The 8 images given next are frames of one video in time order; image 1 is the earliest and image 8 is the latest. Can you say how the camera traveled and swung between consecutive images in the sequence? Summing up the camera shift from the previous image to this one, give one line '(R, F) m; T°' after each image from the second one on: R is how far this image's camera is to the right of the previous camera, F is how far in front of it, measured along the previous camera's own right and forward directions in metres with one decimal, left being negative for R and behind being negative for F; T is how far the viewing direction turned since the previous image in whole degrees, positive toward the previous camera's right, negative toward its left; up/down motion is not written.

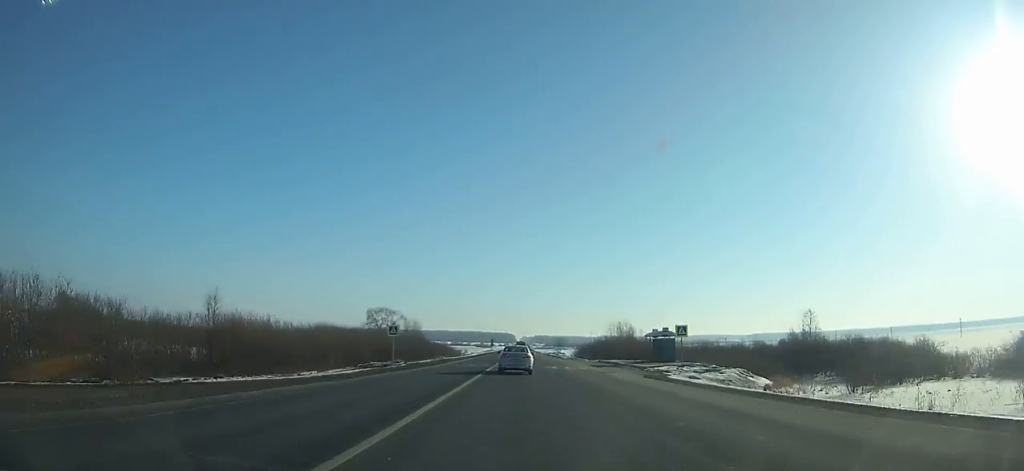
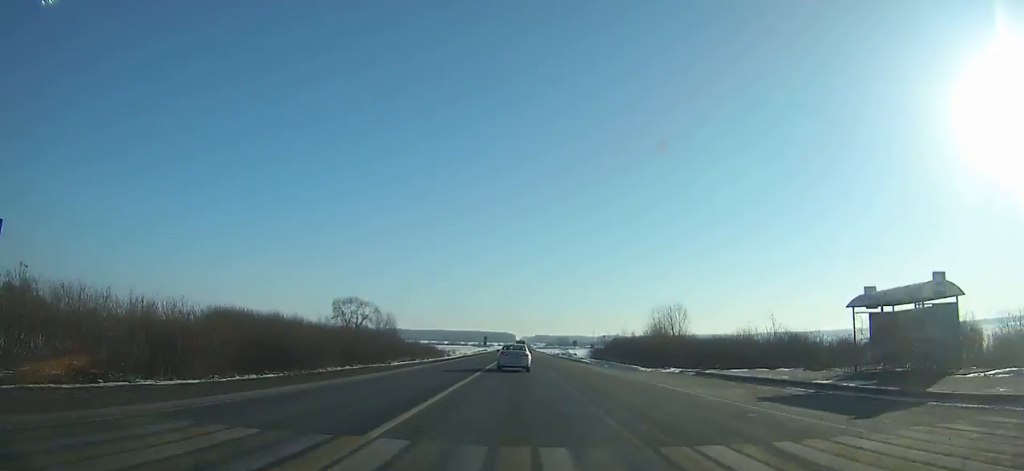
(+0.1, +38.9) m; 0°
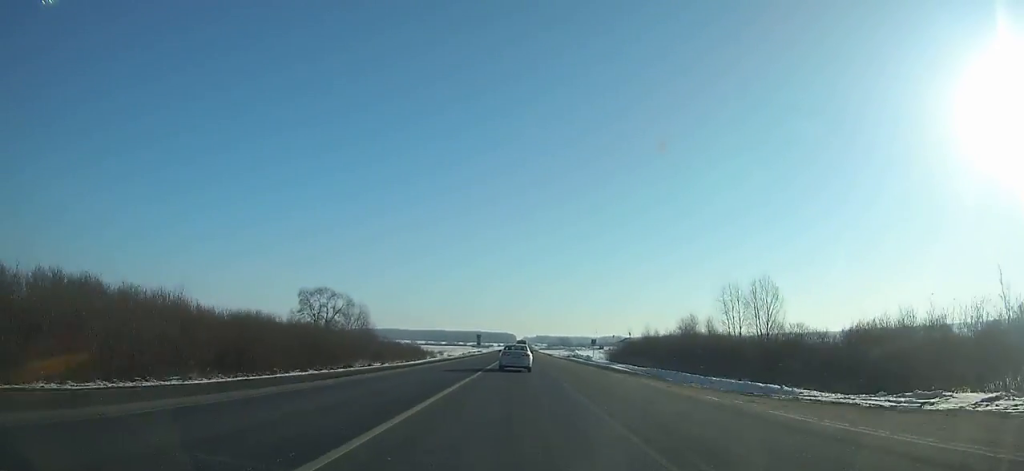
(+0.1, +27.5) m; 0°
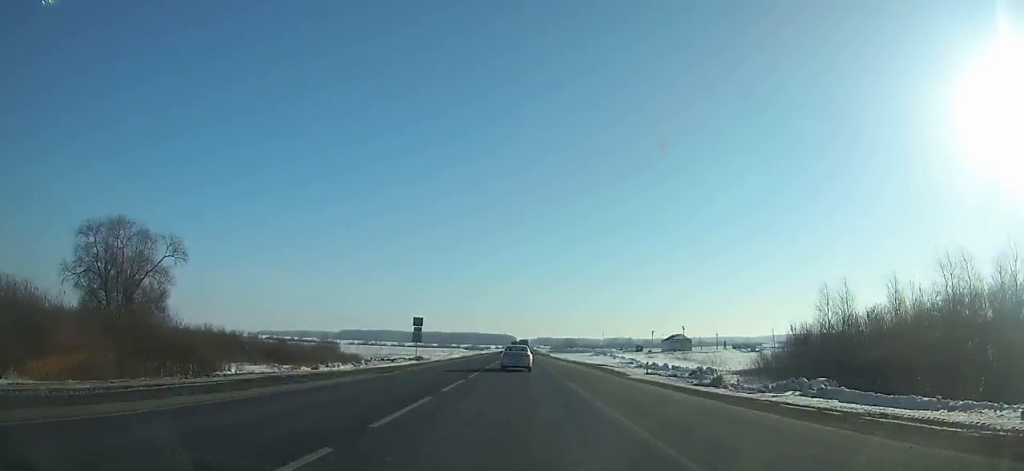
(0.0, +78.2) m; 0°
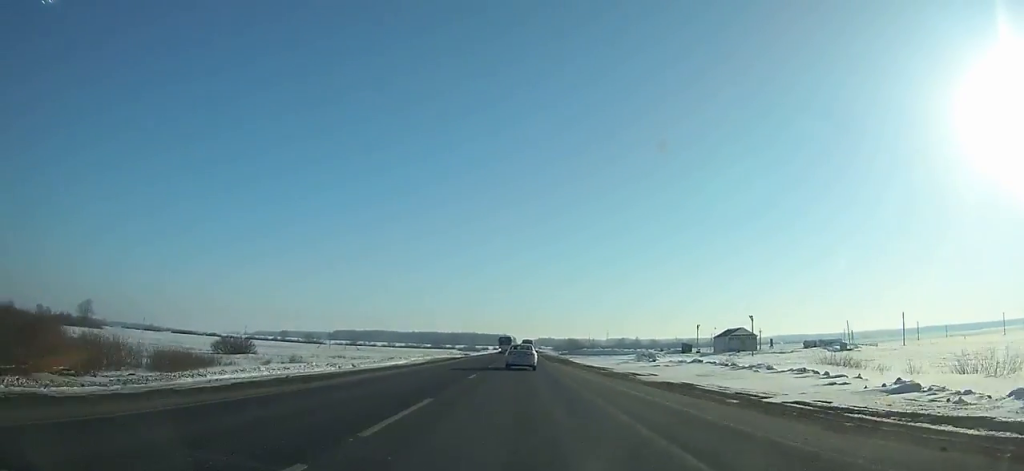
(0.0, +48.3) m; 0°
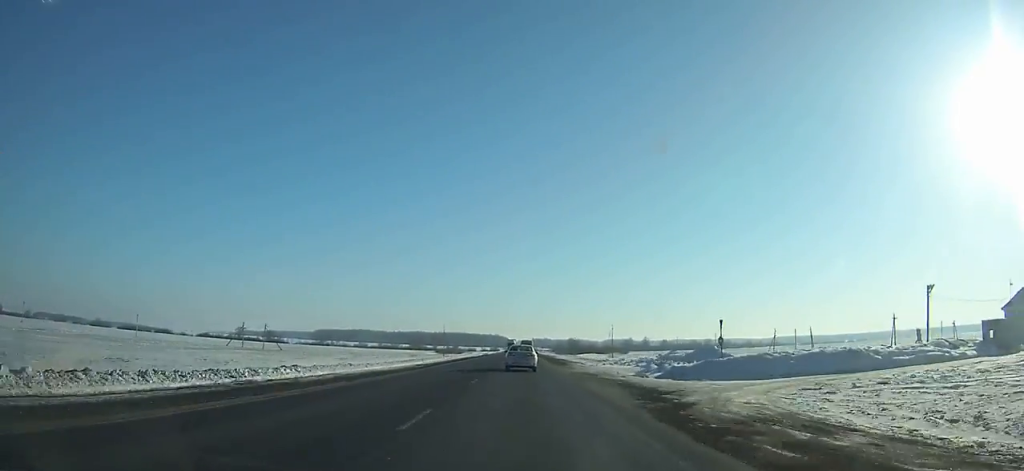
(+0.3, +85.2) m; 0°
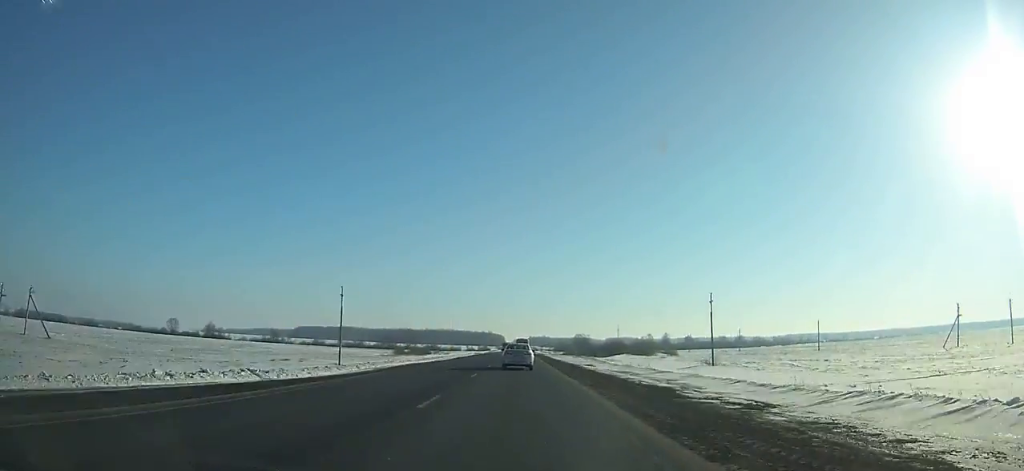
(+0.2, +103.6) m; 0°
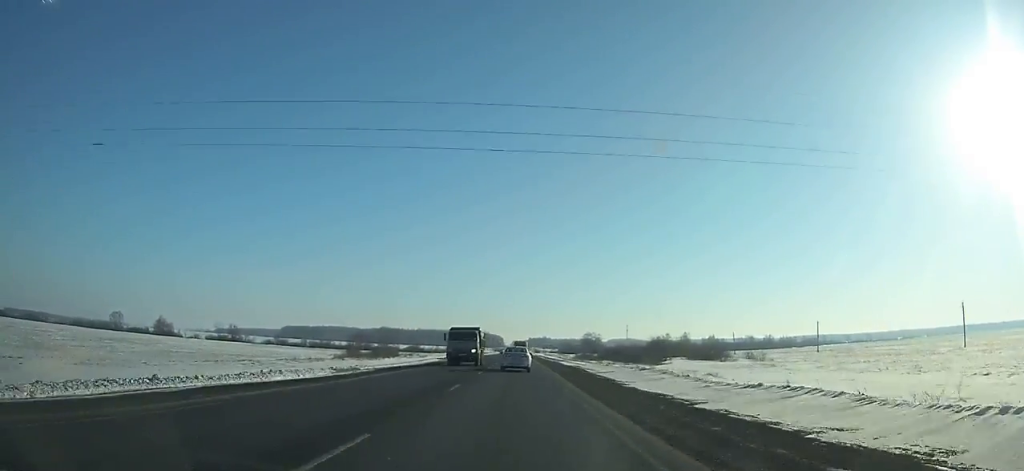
(-0.1, +66.9) m; 0°
